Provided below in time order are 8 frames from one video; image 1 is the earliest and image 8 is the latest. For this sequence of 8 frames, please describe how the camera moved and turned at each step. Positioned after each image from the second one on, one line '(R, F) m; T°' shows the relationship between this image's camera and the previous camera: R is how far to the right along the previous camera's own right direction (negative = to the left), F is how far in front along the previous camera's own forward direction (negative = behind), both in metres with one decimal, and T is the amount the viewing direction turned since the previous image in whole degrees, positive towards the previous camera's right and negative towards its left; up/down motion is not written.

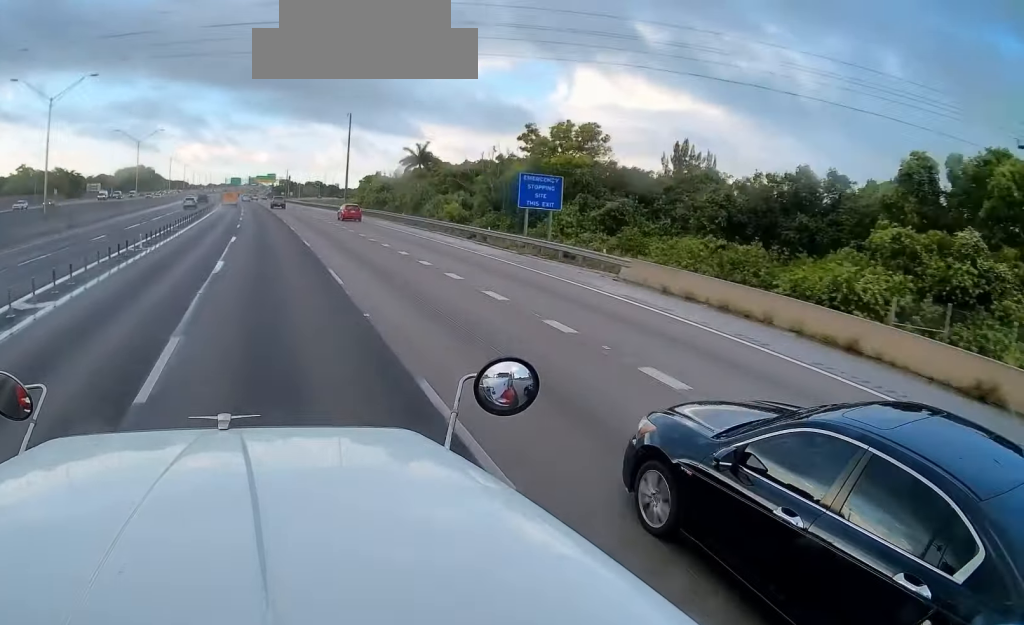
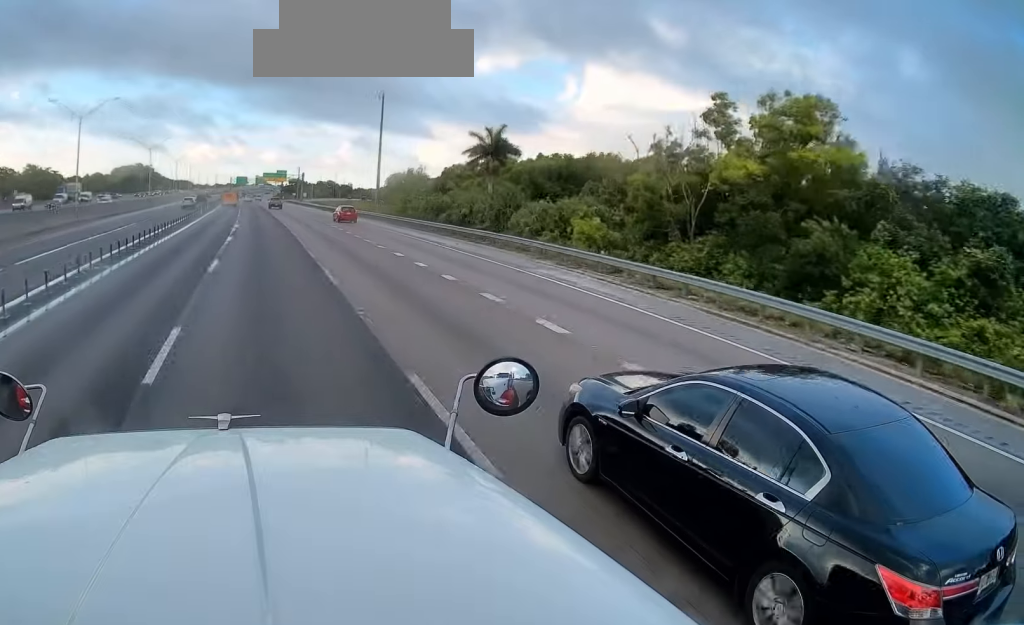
(0.0, +40.7) m; -1°
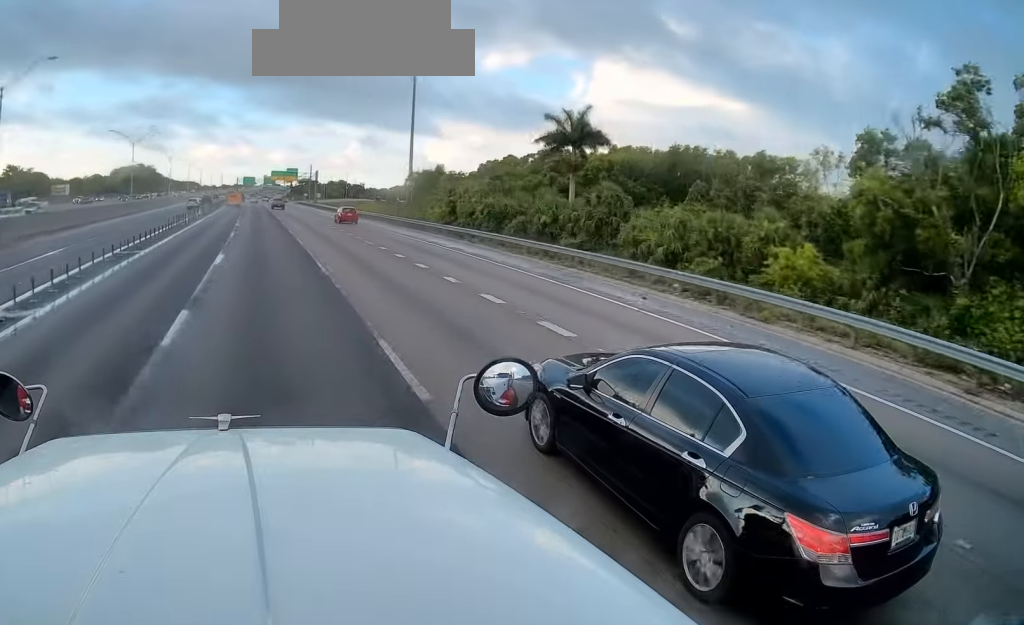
(-0.5, +21.3) m; -2°
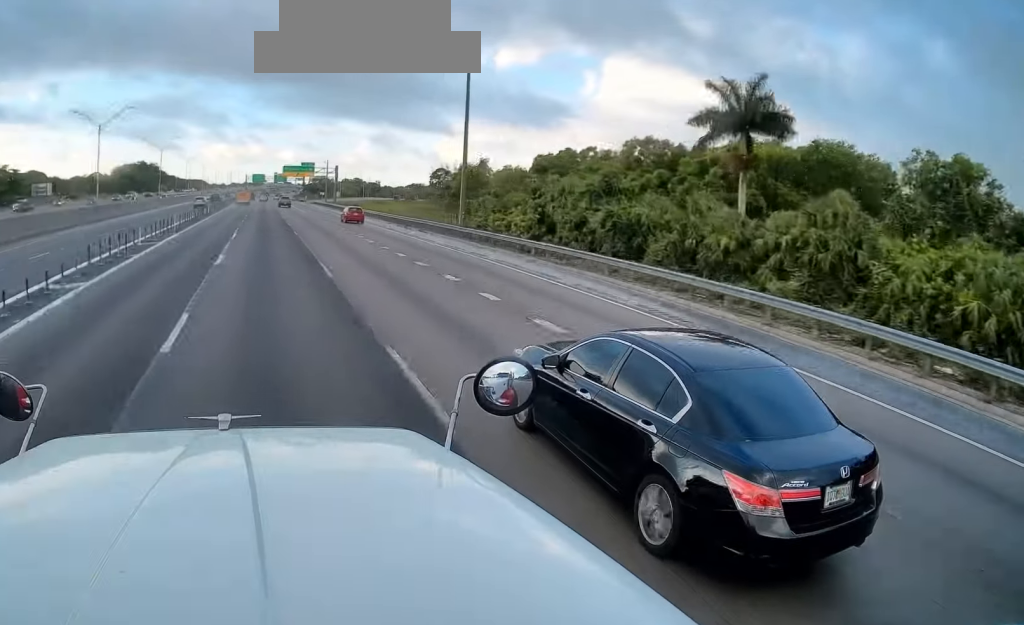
(-0.5, +26.9) m; -1°
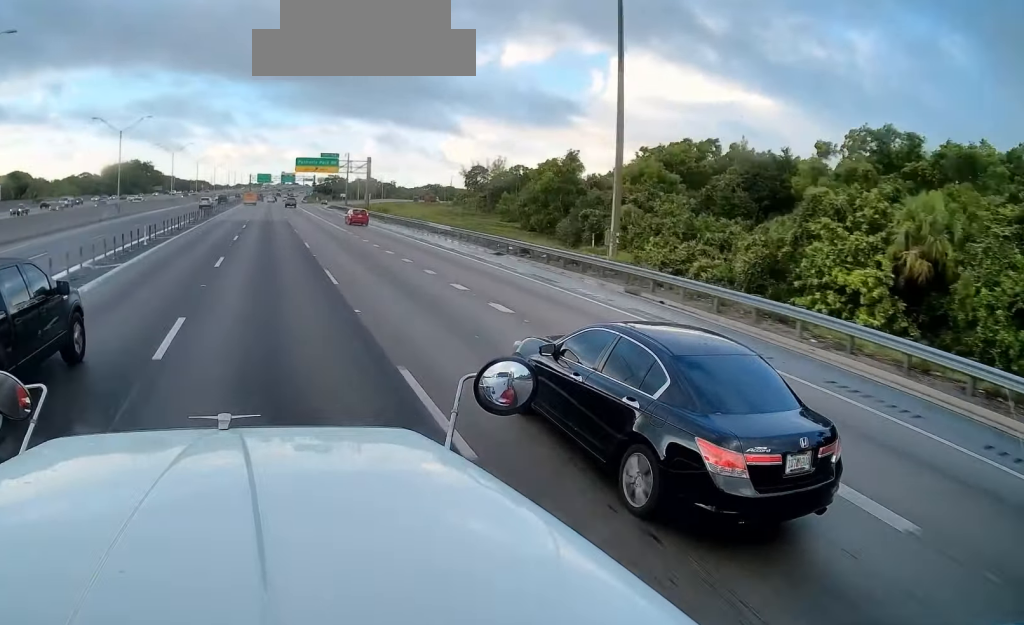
(+0.3, +37.1) m; 0°
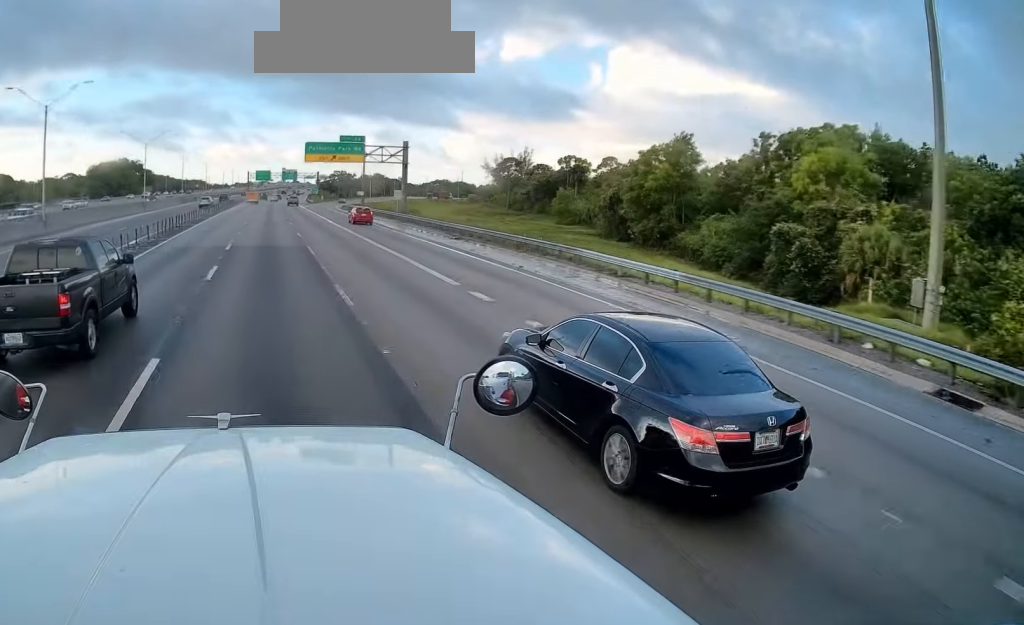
(-0.2, +29.3) m; -1°
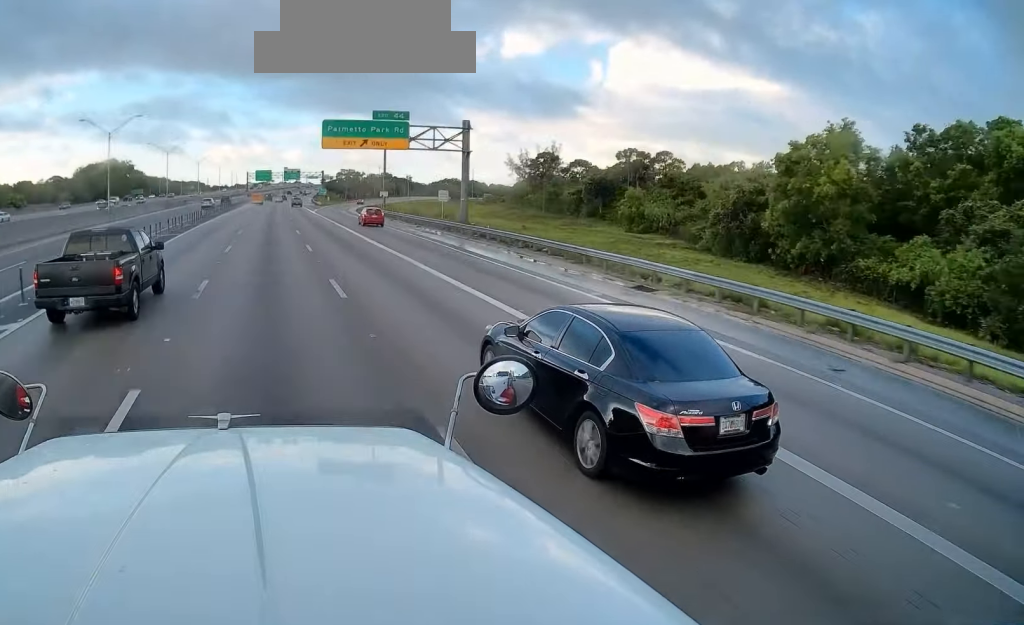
(-0.1, +22.6) m; 0°
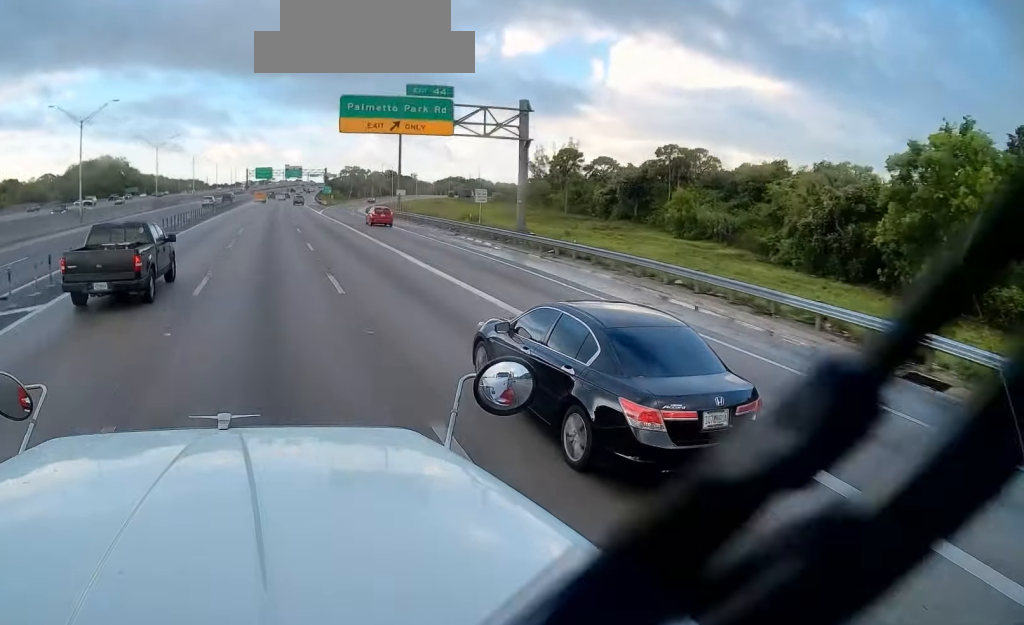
(0.0, +13.2) m; 0°
